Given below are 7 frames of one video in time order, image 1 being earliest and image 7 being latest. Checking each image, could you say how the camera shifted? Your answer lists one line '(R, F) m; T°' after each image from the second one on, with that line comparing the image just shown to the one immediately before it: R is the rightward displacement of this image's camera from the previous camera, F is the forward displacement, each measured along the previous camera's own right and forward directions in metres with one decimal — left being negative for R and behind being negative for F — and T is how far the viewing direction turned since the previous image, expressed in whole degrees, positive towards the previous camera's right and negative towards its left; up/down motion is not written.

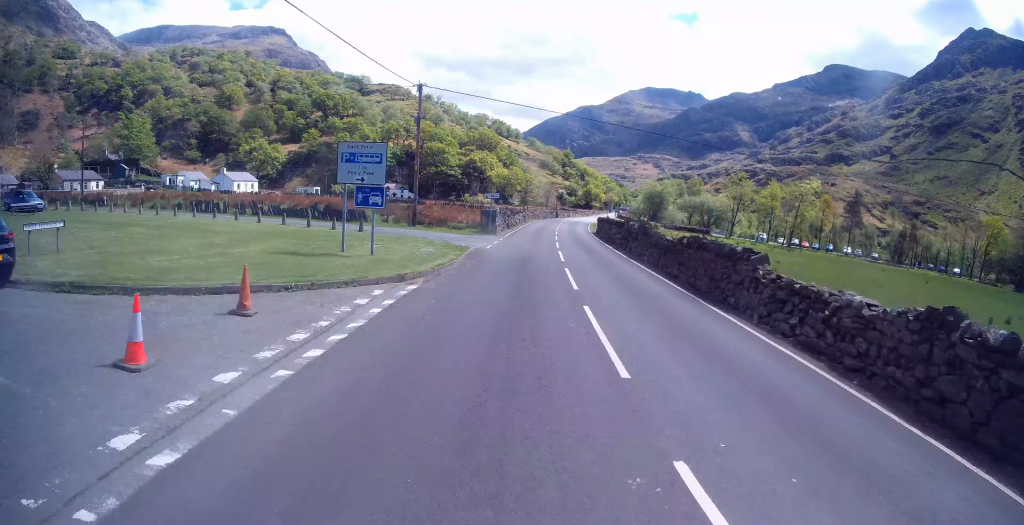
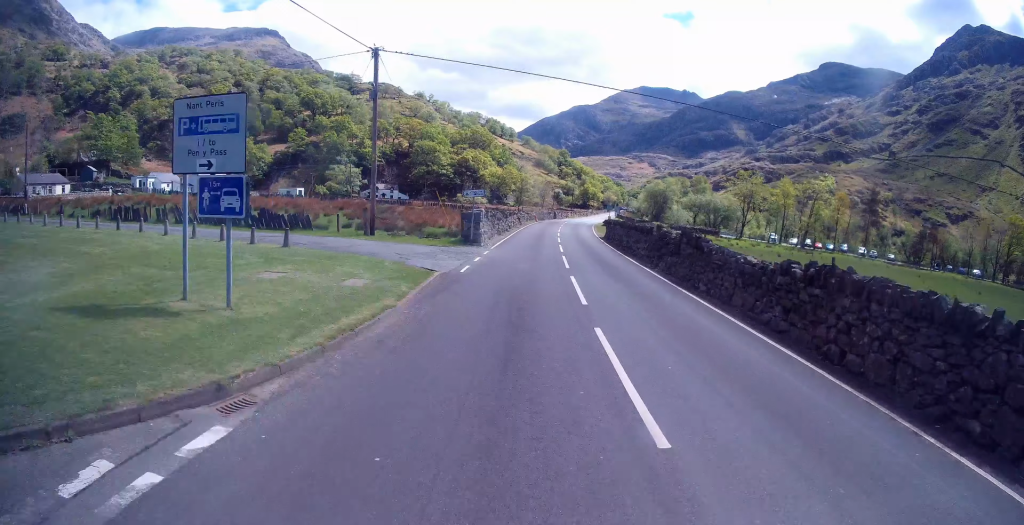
(+0.1, +7.7) m; +1°
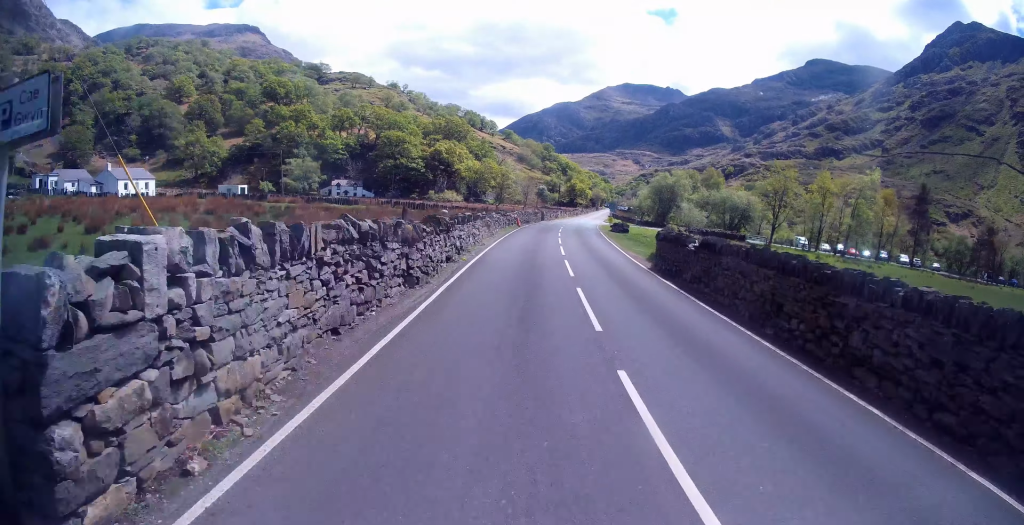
(0.0, +20.3) m; +1°
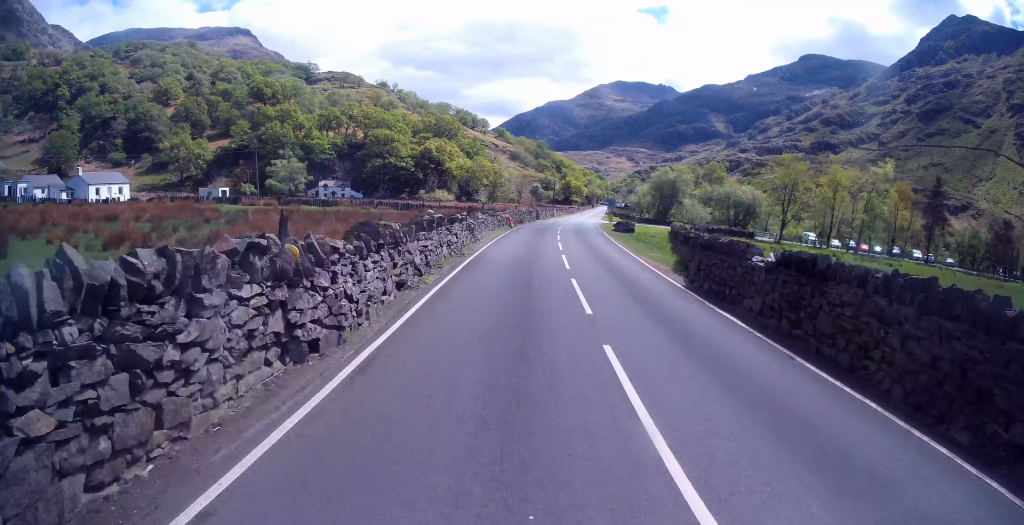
(0.0, +5.2) m; +1°
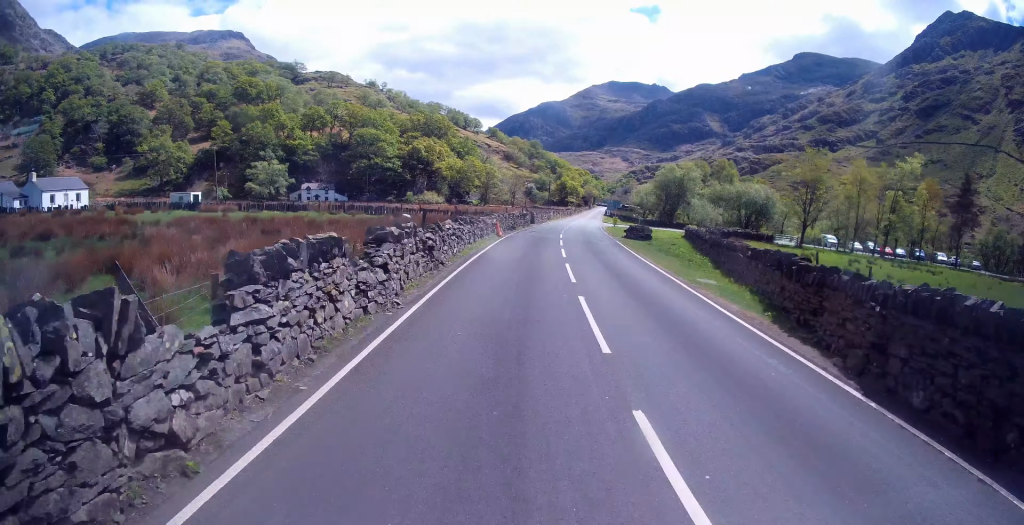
(+0.1, +8.2) m; +2°
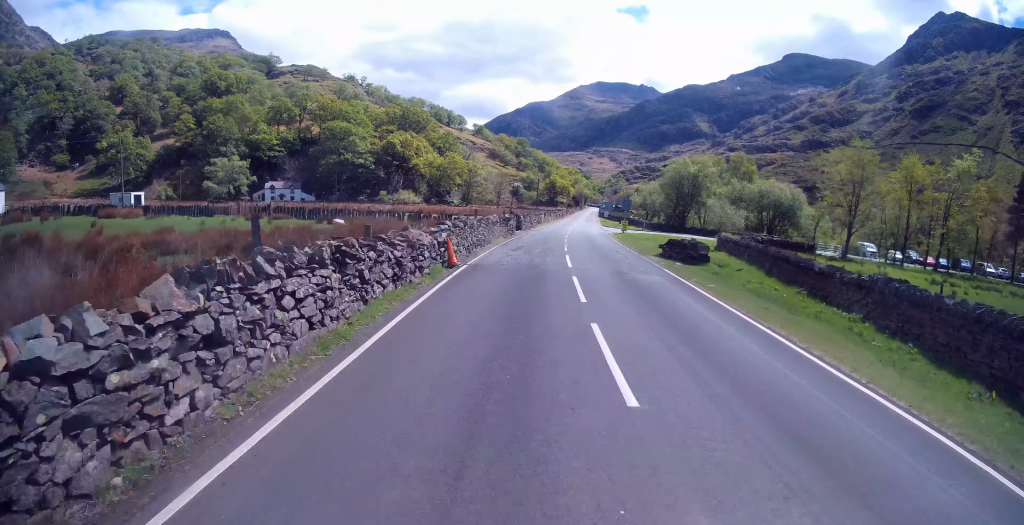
(+0.3, +13.8) m; +1°
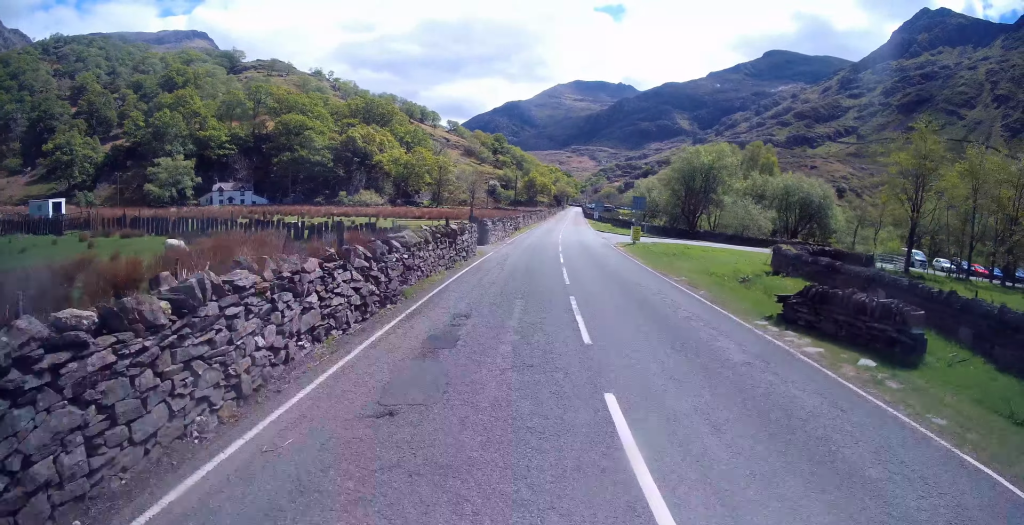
(+0.1, +14.5) m; +2°
